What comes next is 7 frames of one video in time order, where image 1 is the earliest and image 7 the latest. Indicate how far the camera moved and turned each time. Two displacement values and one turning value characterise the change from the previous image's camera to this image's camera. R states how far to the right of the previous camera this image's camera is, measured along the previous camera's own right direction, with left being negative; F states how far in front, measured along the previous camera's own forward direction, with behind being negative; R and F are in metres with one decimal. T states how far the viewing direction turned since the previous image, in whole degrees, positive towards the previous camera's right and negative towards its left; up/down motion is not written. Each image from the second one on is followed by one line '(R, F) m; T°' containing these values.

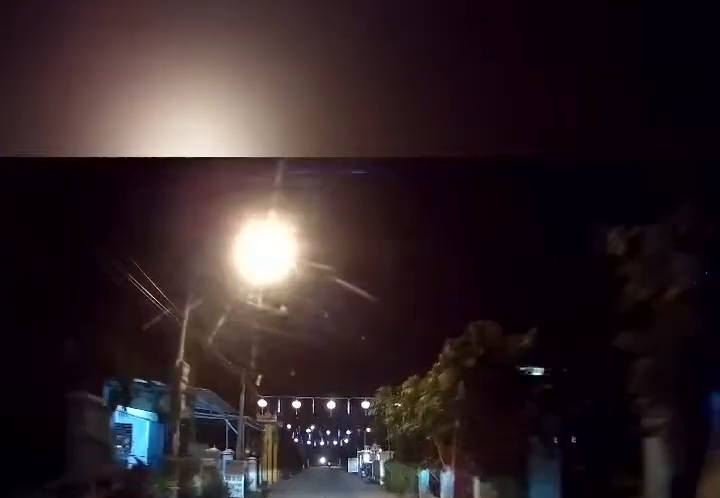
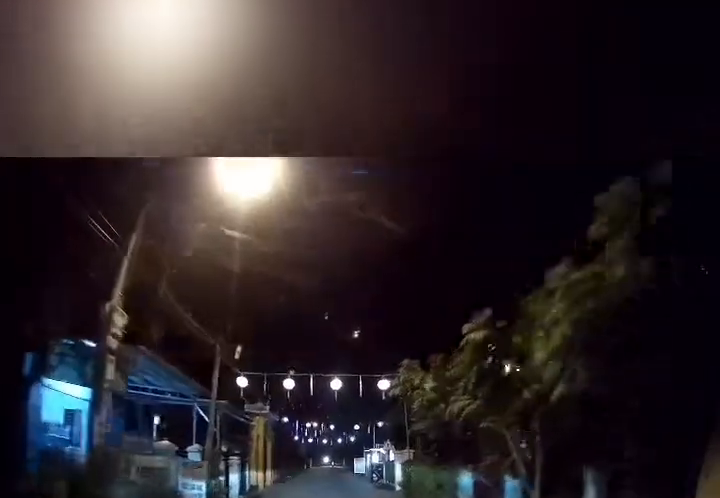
(-0.1, +3.8) m; -1°
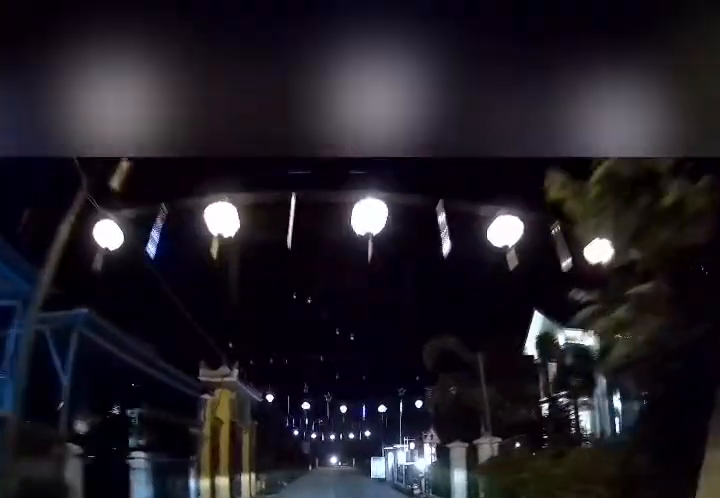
(0.0, +7.3) m; -2°
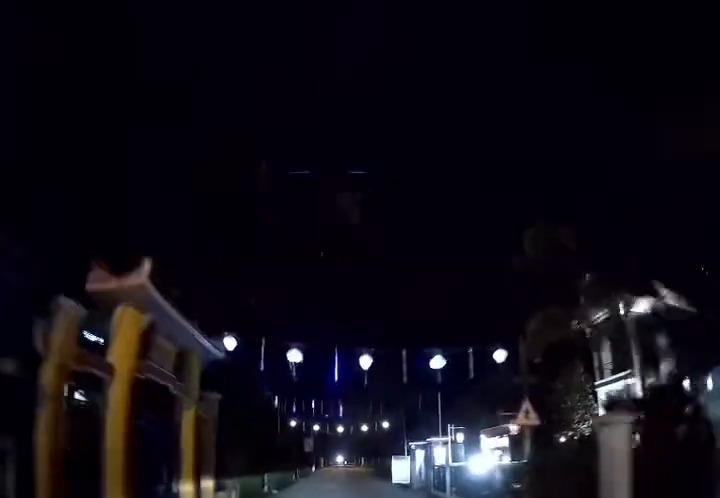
(-0.2, +6.1) m; 0°
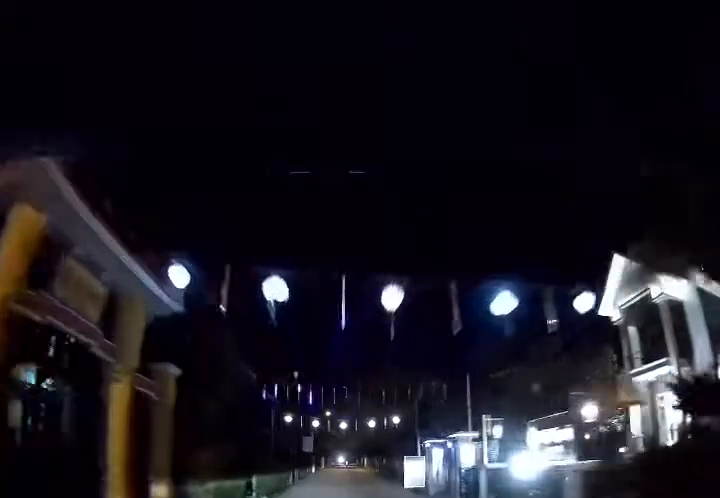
(+0.1, +2.7) m; +1°
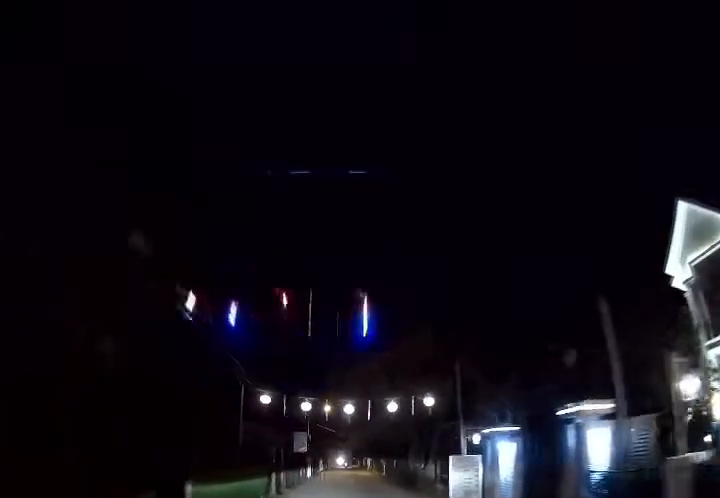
(+0.1, +6.1) m; +2°
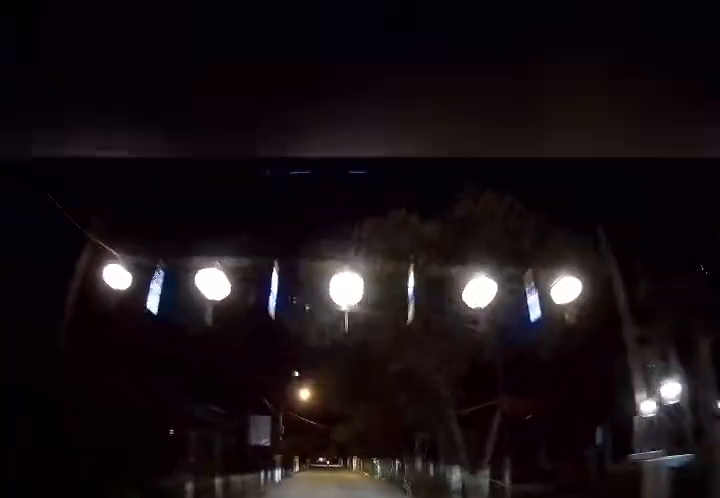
(0.0, +7.9) m; -1°
